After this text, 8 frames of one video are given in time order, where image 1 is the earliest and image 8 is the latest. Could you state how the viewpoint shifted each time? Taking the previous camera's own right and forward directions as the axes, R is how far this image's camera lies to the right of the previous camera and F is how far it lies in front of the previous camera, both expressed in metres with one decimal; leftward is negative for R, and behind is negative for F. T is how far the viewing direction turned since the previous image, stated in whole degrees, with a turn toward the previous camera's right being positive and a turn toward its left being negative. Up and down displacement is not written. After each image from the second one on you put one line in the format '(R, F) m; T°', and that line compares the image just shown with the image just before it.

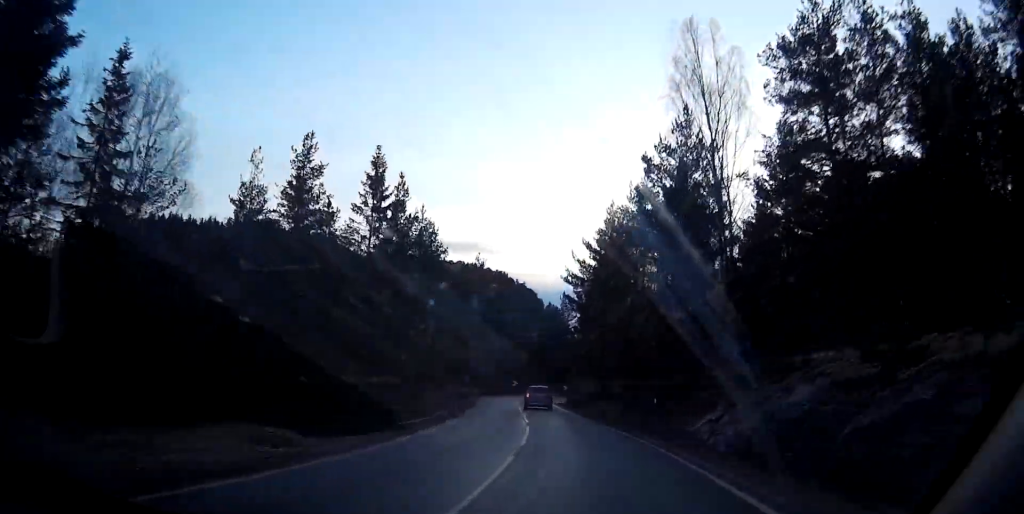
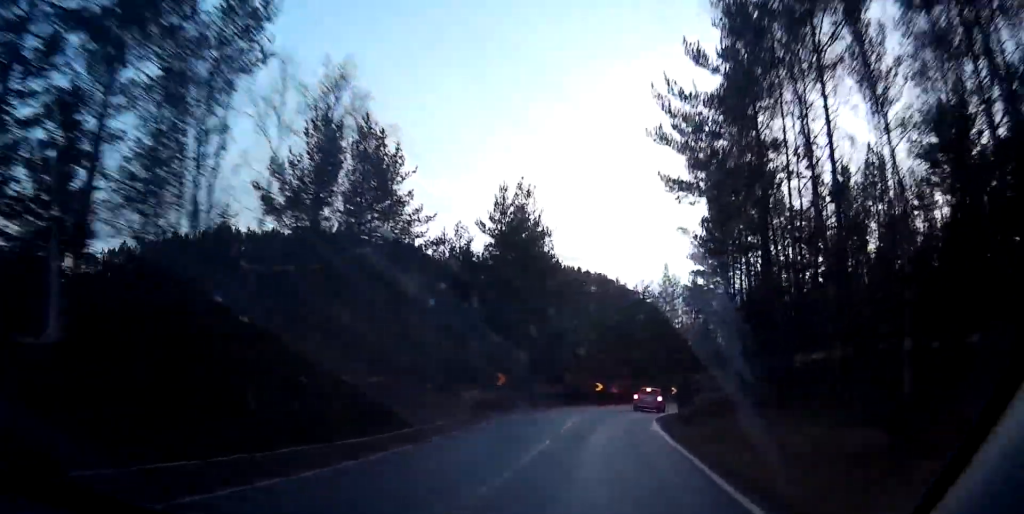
(-2.2, +29.7) m; -7°
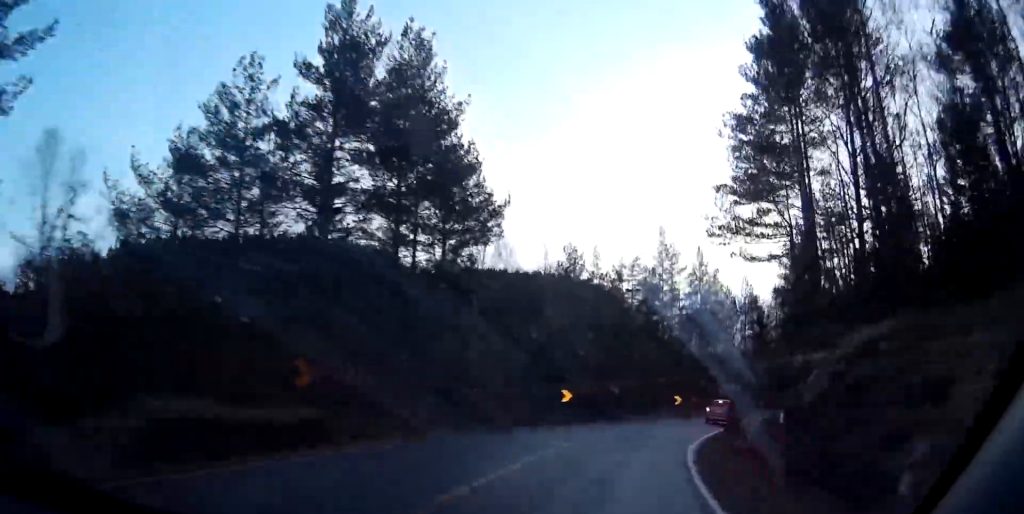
(+0.1, +32.0) m; +4°
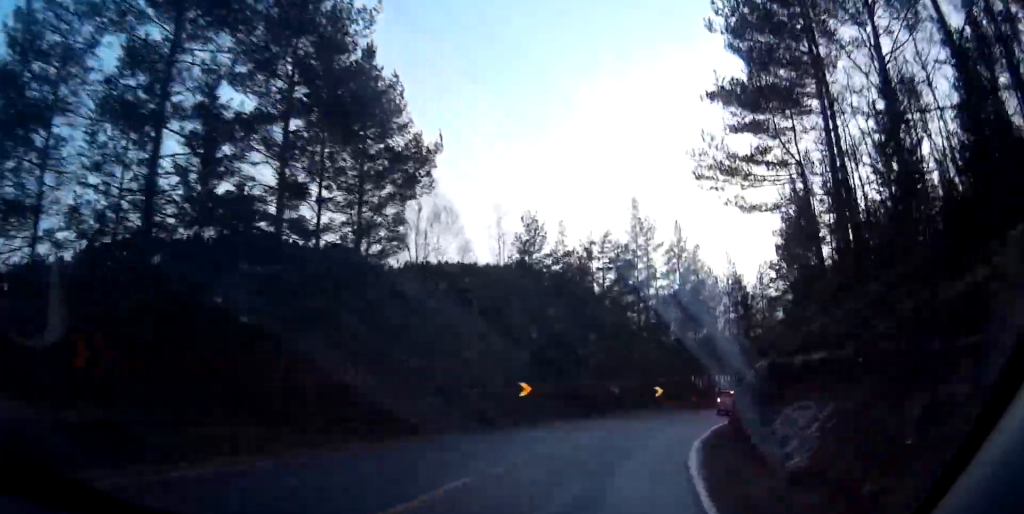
(0.0, +5.4) m; +2°
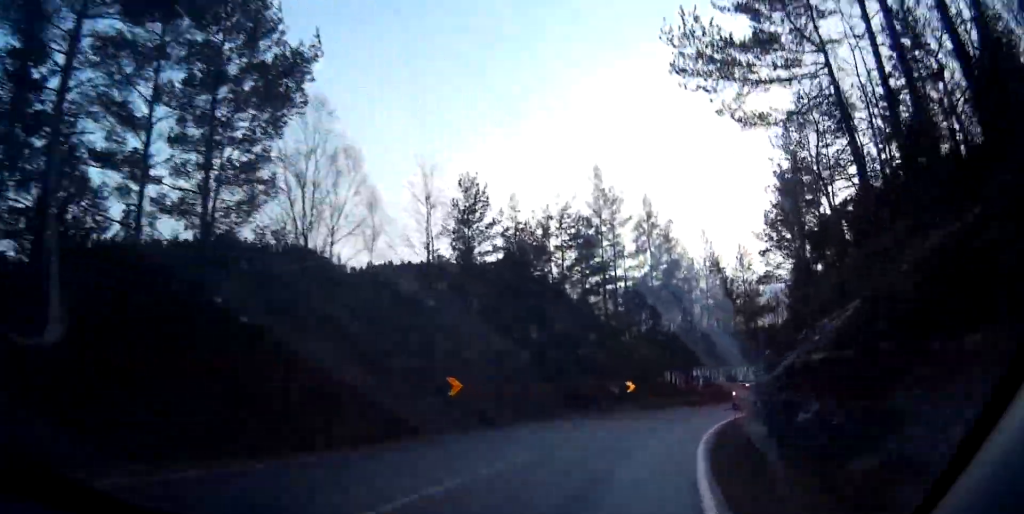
(+0.2, +6.3) m; +3°
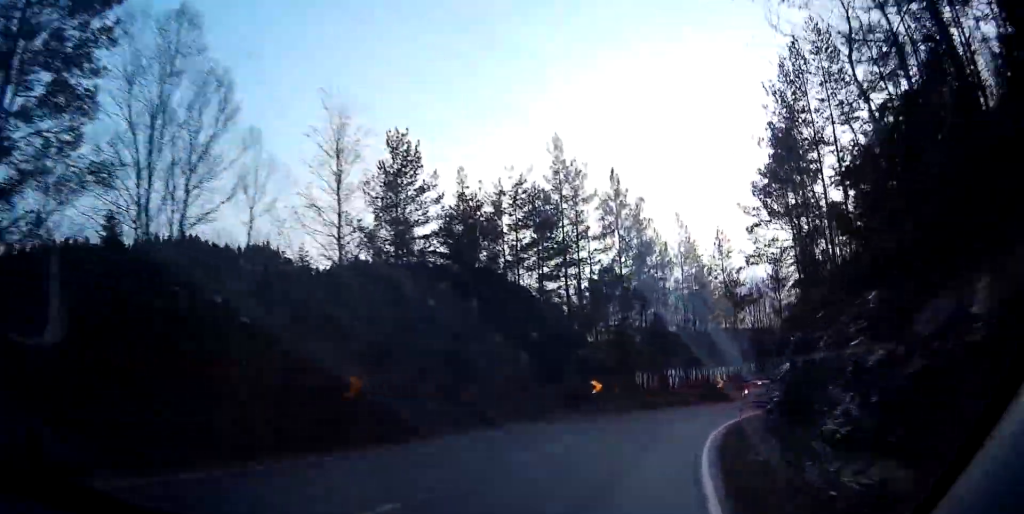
(-0.1, +5.5) m; +3°
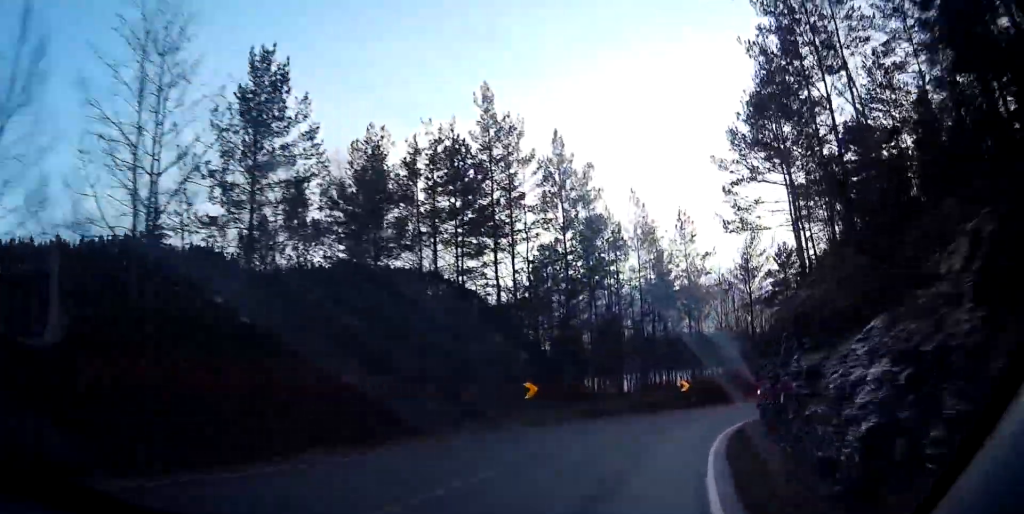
(+0.4, +7.2) m; +5°
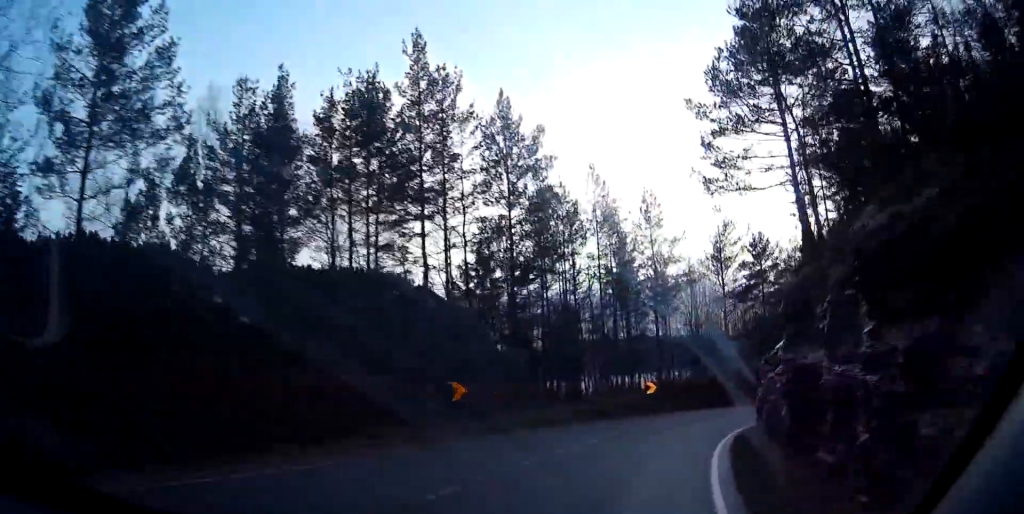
(-0.1, +5.5) m; +4°
